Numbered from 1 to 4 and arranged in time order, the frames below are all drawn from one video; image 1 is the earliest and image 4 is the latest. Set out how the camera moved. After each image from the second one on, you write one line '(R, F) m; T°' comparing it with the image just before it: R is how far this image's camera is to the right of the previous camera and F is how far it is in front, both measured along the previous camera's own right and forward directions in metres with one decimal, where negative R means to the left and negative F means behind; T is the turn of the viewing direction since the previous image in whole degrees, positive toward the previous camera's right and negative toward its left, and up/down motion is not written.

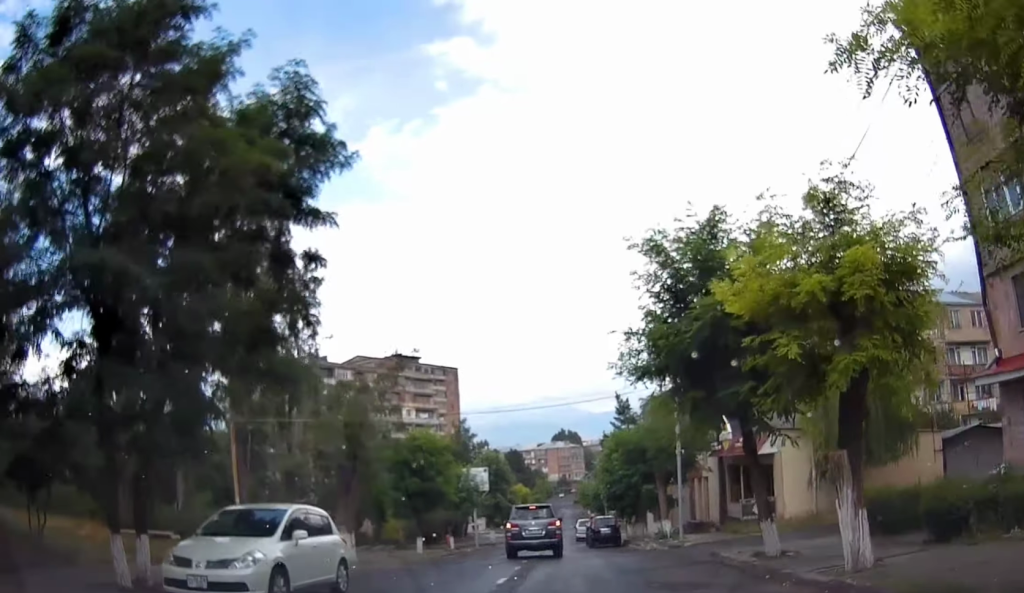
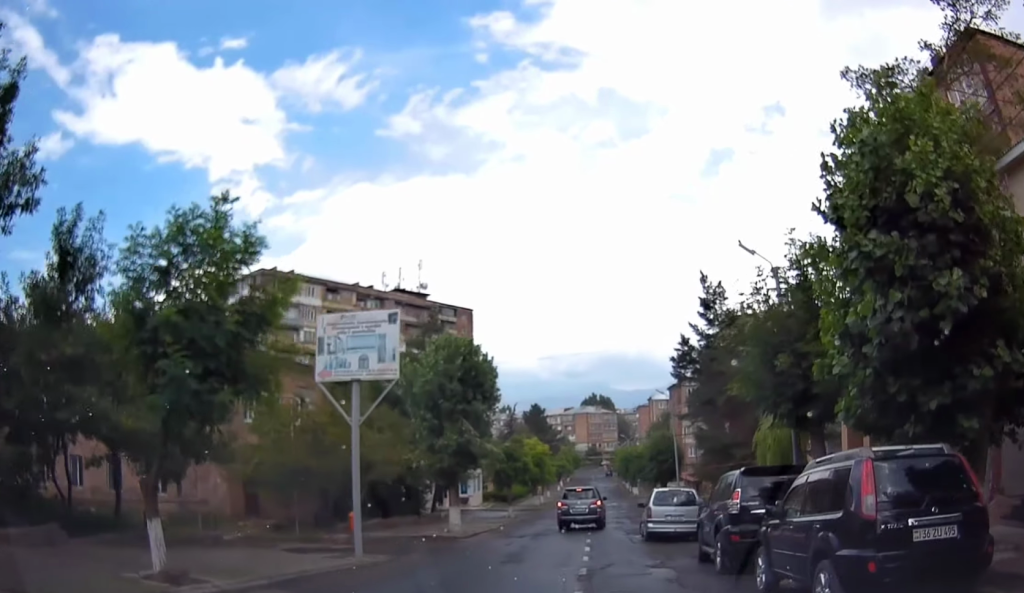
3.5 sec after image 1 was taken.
(0.0, +28.3) m; 0°
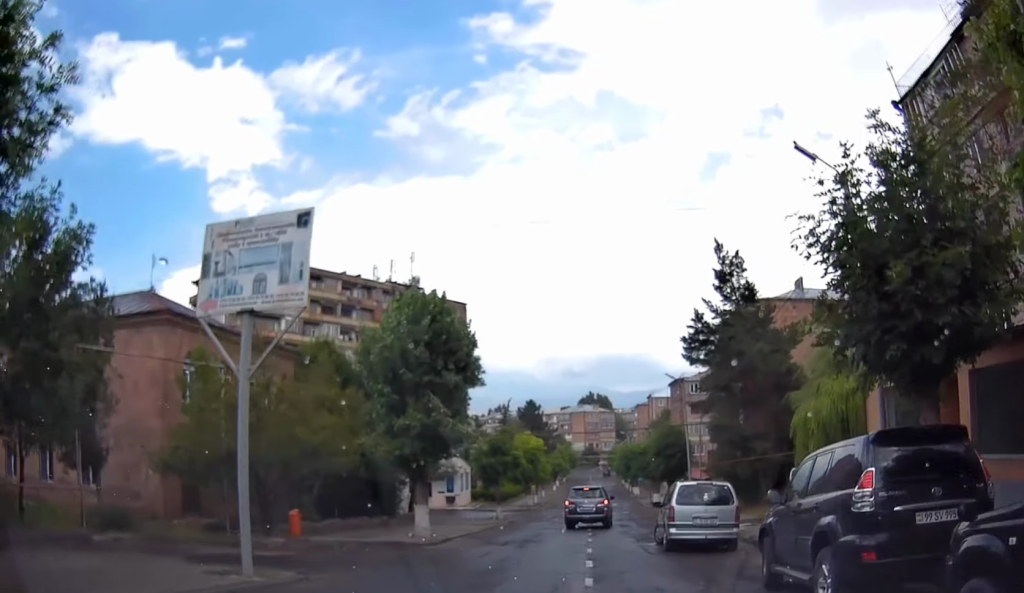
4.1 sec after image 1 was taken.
(0.0, +4.6) m; 0°
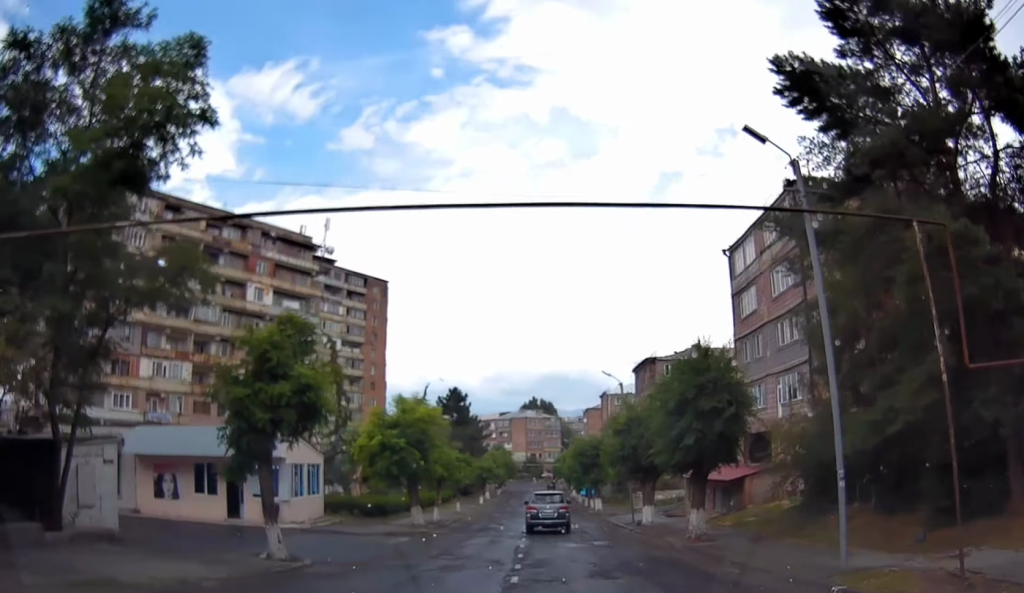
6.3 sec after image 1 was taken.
(0.0, +23.1) m; 0°
